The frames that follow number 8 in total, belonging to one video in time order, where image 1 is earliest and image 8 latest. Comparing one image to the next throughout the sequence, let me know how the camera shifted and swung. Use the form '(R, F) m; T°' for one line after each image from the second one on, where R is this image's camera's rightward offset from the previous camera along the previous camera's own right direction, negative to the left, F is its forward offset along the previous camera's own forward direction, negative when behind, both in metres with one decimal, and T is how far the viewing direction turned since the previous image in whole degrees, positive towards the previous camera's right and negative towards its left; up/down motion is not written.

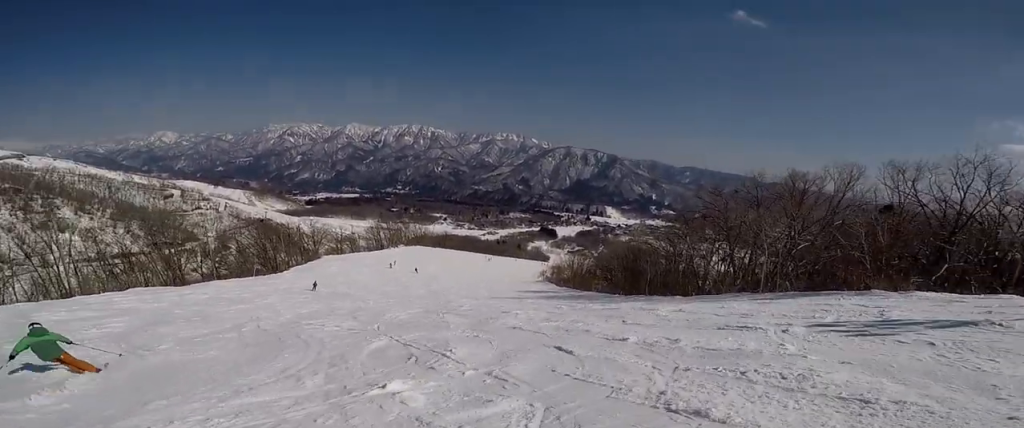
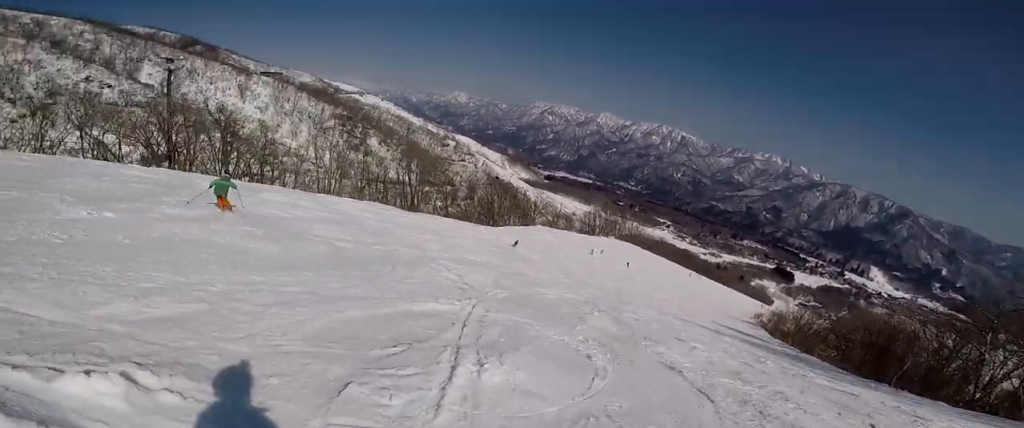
(-0.6, +4.4) m; -16°
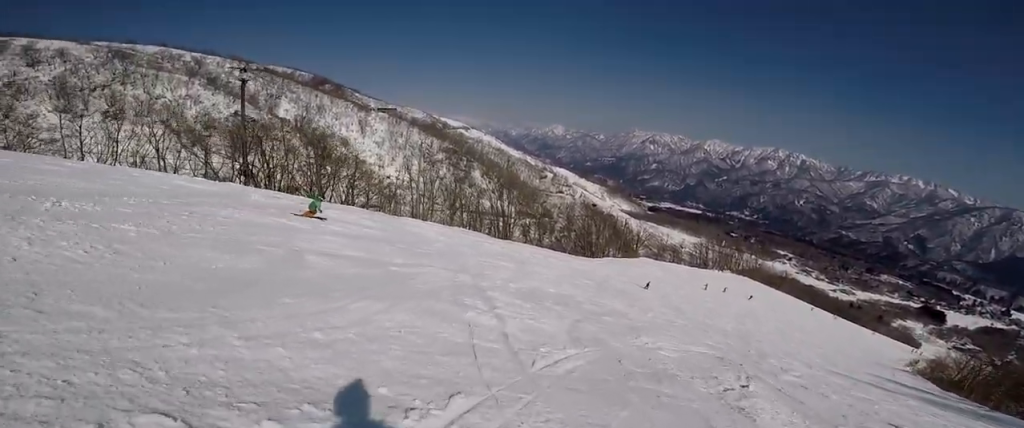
(-0.5, +4.6) m; -20°
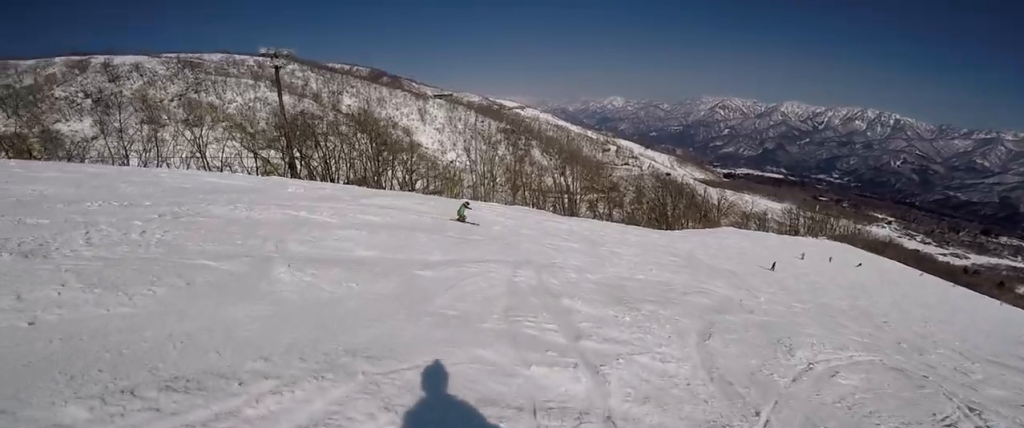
(-1.0, +3.0) m; -9°
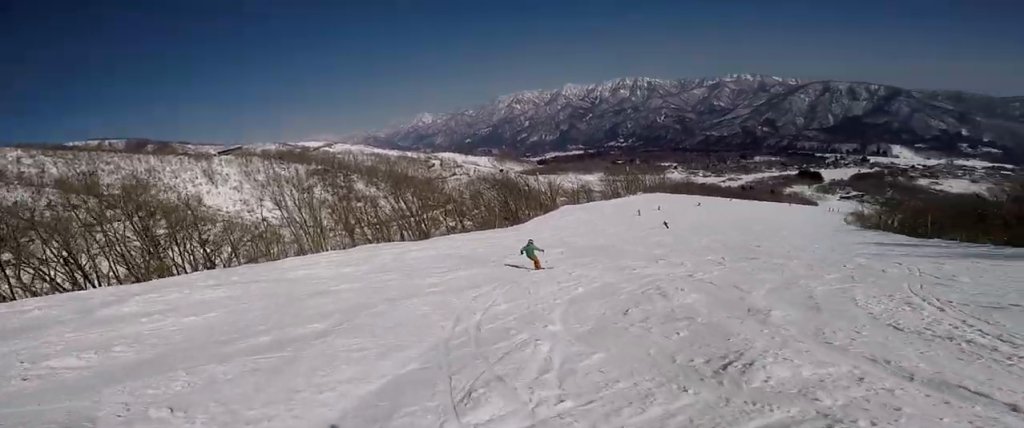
(+0.4, +5.8) m; +19°
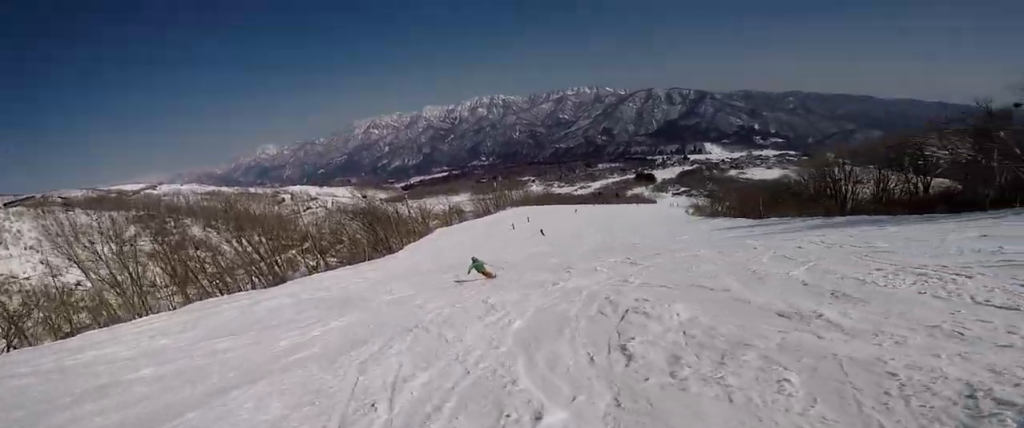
(+0.7, +3.1) m; +15°
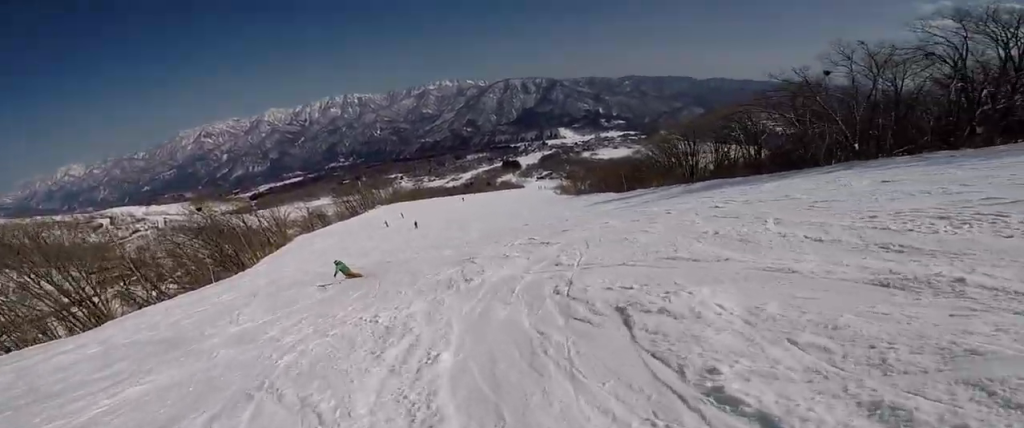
(0.0, +2.7) m; +13°
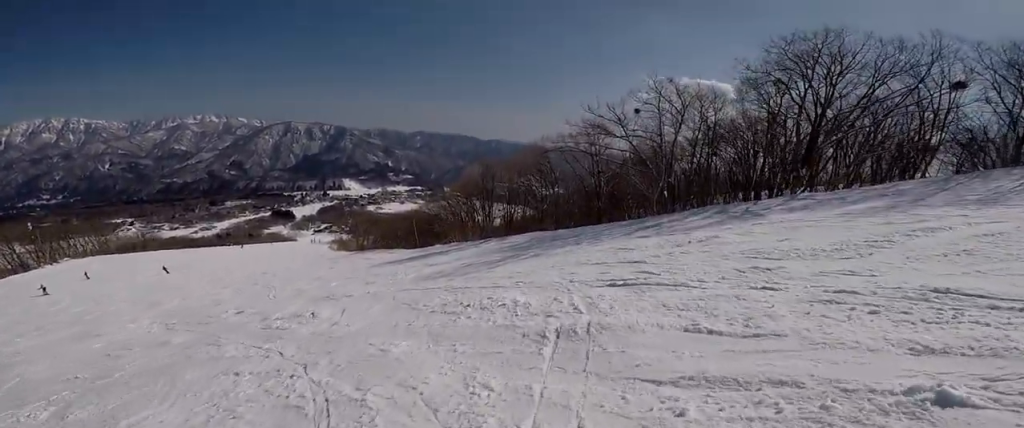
(+6.1, +11.2) m; +40°
